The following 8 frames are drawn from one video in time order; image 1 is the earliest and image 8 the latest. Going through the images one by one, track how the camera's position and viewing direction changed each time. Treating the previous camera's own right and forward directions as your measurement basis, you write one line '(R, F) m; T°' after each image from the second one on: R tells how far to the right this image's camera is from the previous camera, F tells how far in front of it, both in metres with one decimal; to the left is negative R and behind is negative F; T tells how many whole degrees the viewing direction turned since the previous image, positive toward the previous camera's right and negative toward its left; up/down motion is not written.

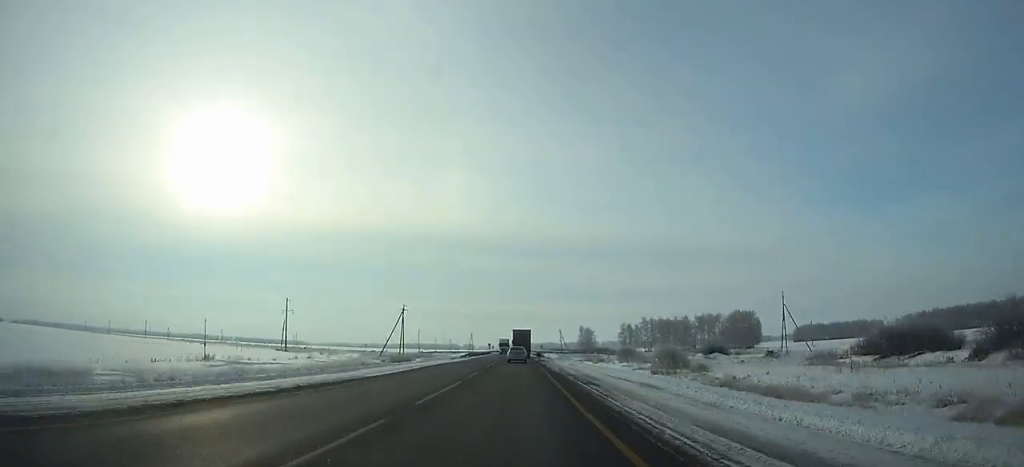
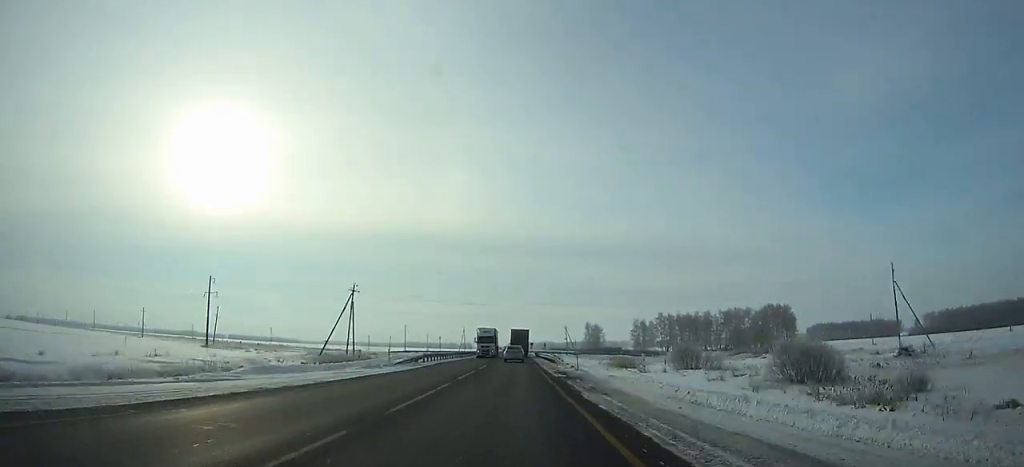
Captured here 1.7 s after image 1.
(0.0, +37.3) m; 0°
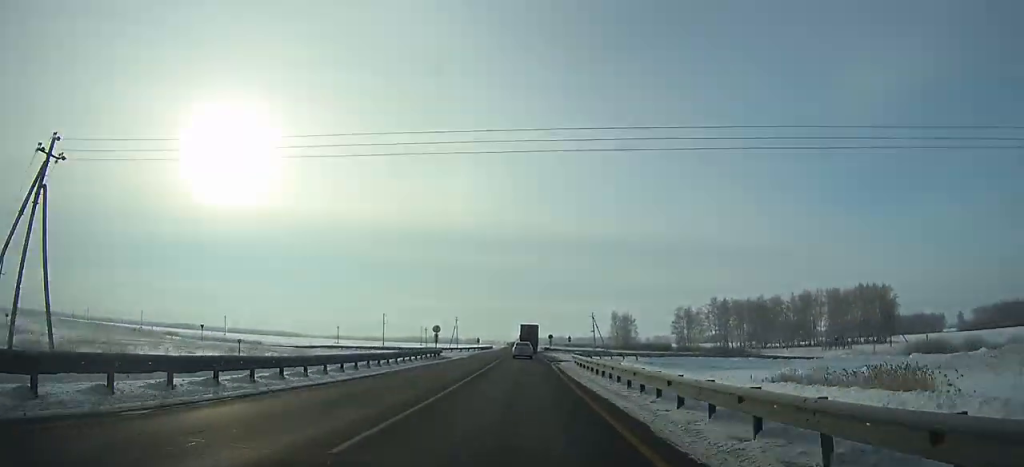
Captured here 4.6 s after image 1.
(-0.1, +63.2) m; 0°
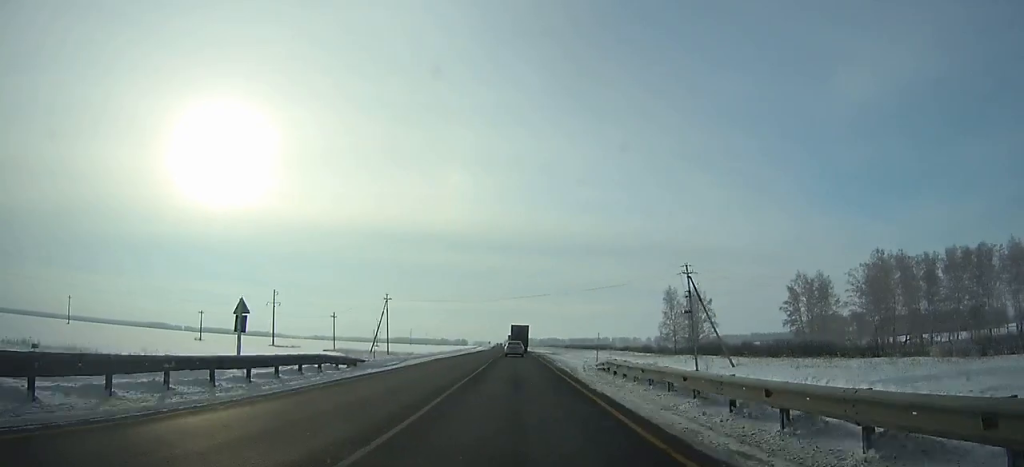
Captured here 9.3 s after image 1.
(+0.6, +101.4) m; 0°
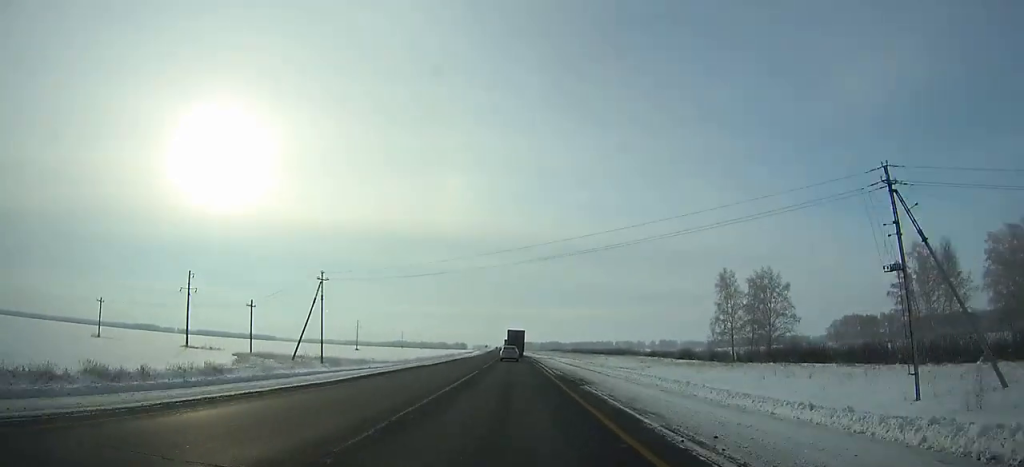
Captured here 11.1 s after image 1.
(-0.1, +38.7) m; 0°
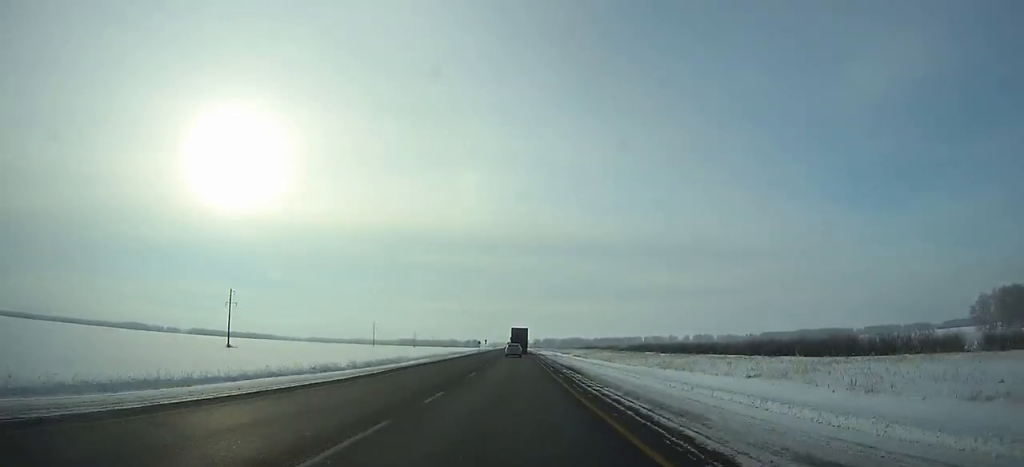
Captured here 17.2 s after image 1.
(-1.7, +132.5) m; -1°
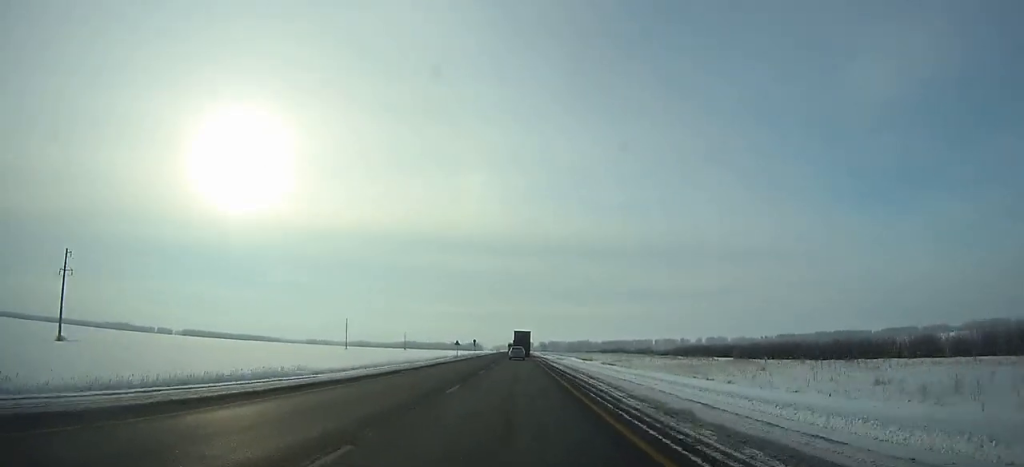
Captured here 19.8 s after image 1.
(-0.1, +57.1) m; 0°
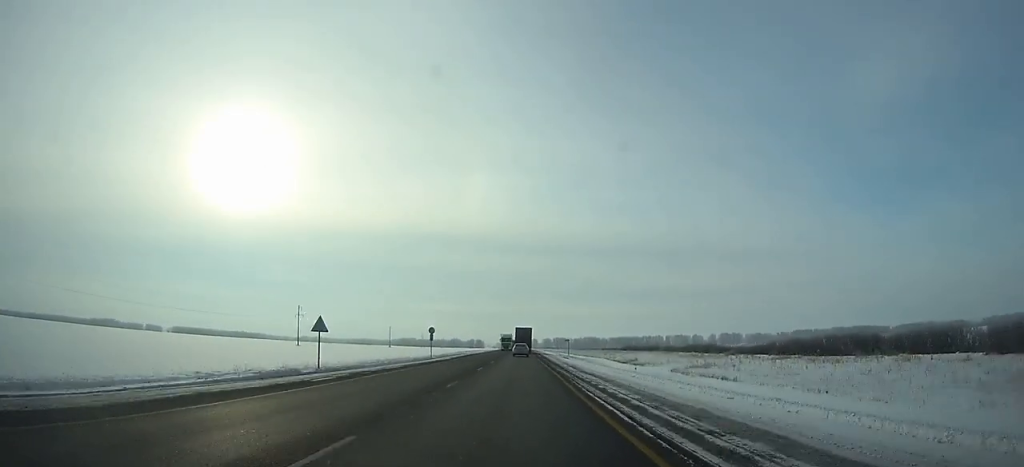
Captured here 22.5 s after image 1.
(-0.2, +59.7) m; 0°
